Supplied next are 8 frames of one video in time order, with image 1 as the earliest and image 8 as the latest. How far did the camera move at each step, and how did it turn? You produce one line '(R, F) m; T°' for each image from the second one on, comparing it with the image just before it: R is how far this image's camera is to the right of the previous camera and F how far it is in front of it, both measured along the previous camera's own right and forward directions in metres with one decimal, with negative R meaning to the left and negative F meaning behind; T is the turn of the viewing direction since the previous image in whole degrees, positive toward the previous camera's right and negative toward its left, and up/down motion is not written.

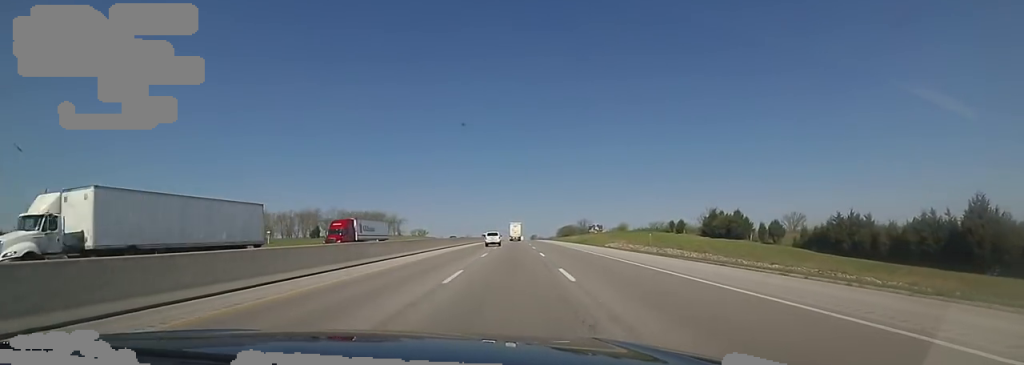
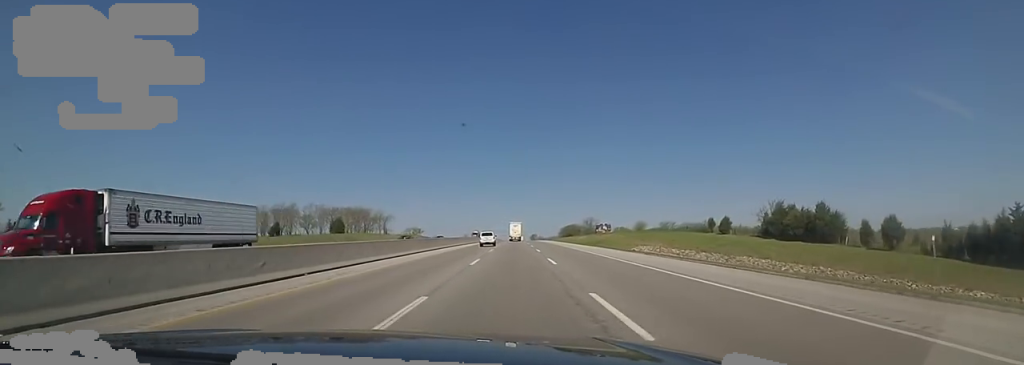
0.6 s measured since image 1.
(+0.2, +23.2) m; 0°
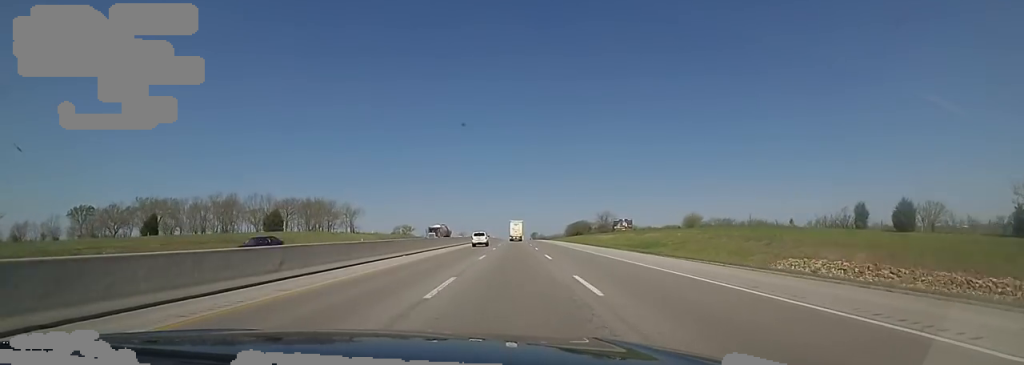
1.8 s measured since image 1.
(+0.2, +41.5) m; 0°
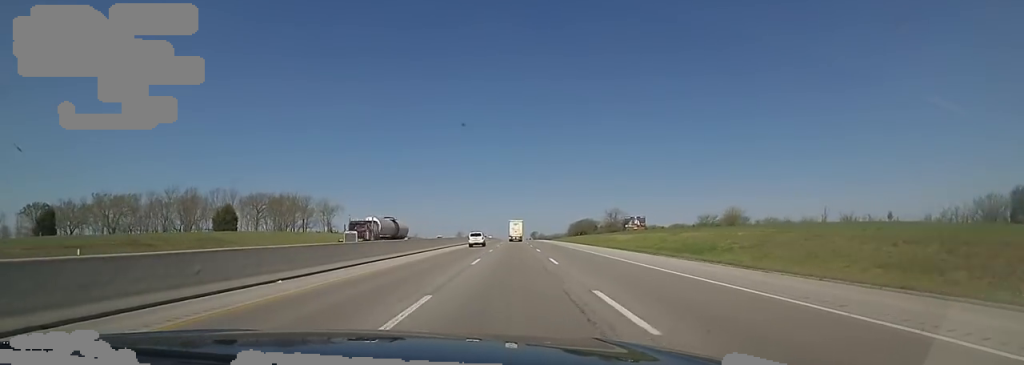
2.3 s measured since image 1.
(-0.1, +19.5) m; 0°
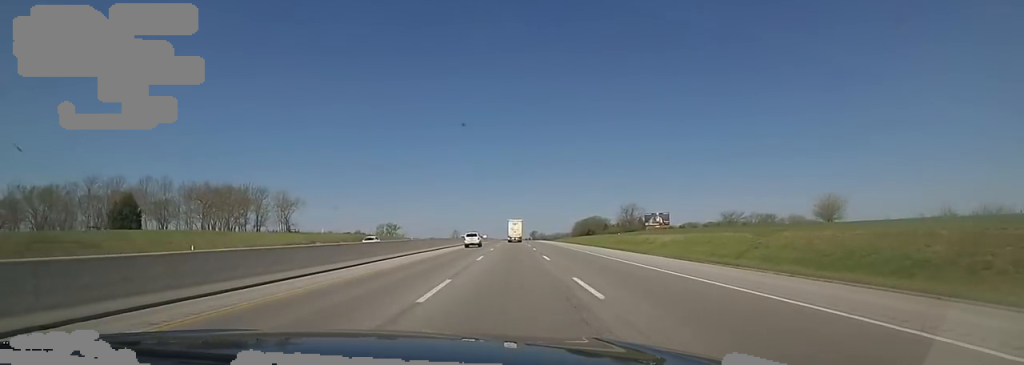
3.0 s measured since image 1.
(-0.3, +26.8) m; 0°
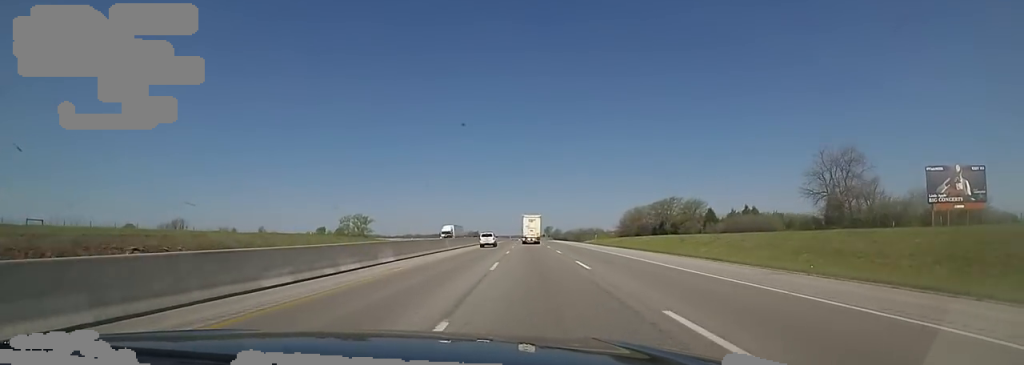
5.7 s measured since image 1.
(+0.5, +98.6) m; 0°
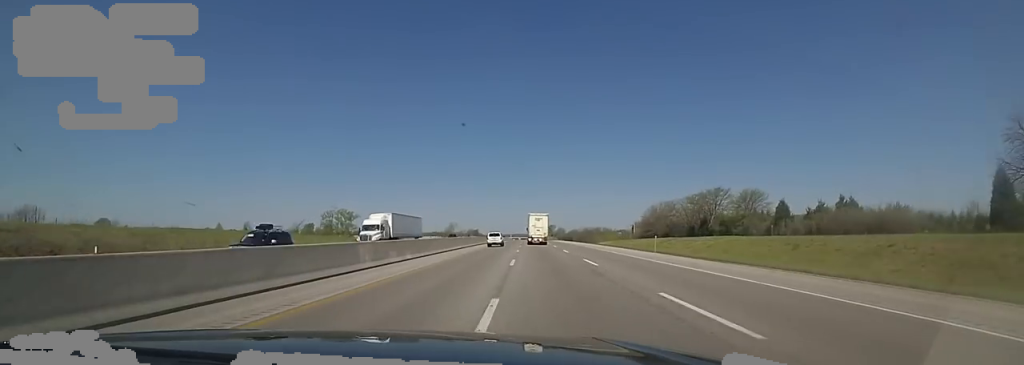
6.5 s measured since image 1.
(+0.1, +28.0) m; 0°
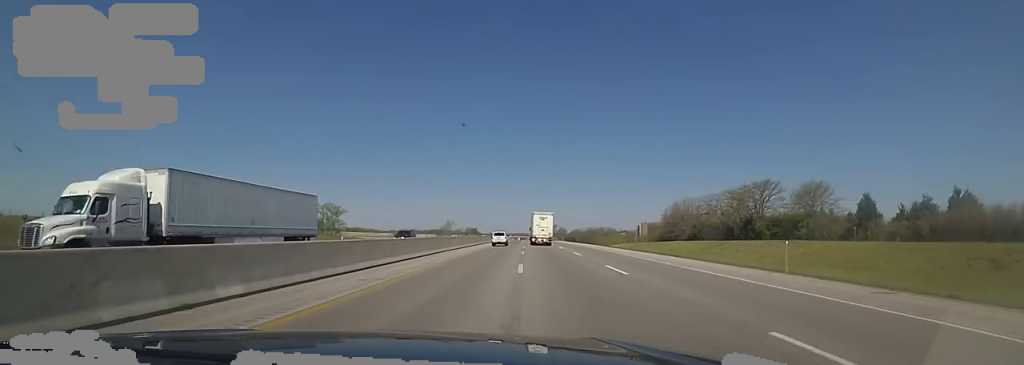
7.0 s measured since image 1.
(+0.1, +19.4) m; 0°
